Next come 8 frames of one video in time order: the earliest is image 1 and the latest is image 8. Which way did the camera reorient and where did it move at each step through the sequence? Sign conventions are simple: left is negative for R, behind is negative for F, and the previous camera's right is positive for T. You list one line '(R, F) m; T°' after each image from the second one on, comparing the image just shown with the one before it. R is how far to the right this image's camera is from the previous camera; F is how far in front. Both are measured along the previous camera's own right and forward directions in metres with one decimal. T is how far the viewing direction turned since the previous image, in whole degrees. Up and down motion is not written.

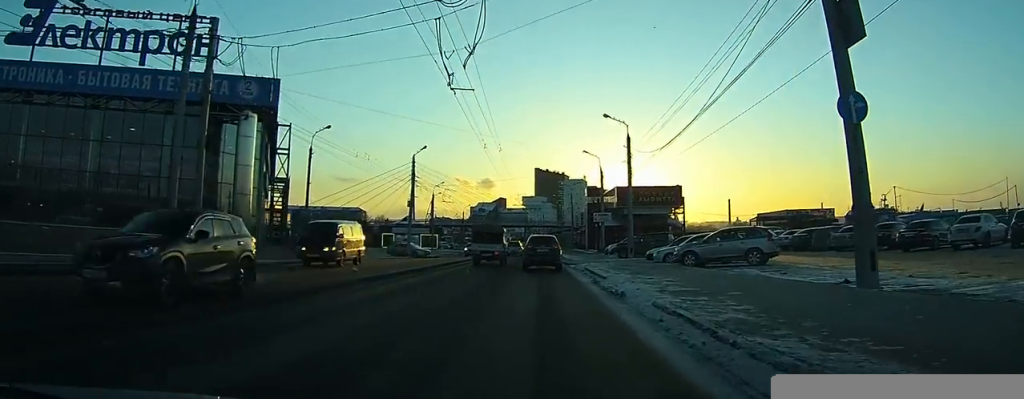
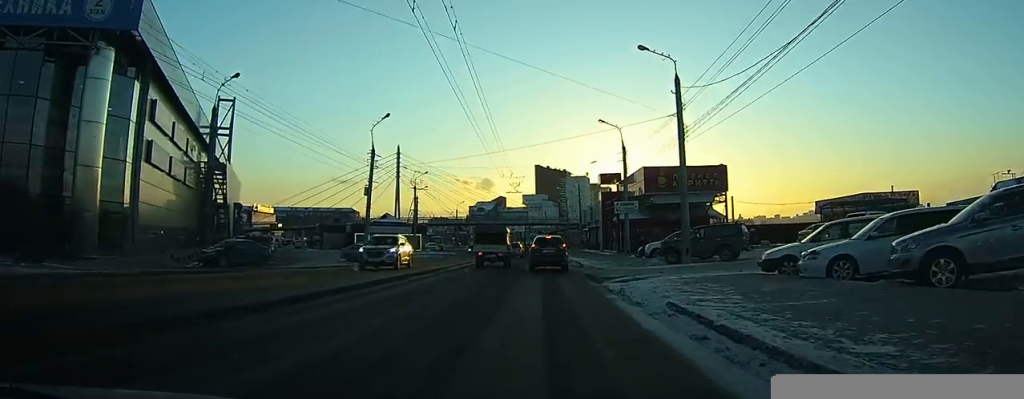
(-0.1, +17.1) m; -1°
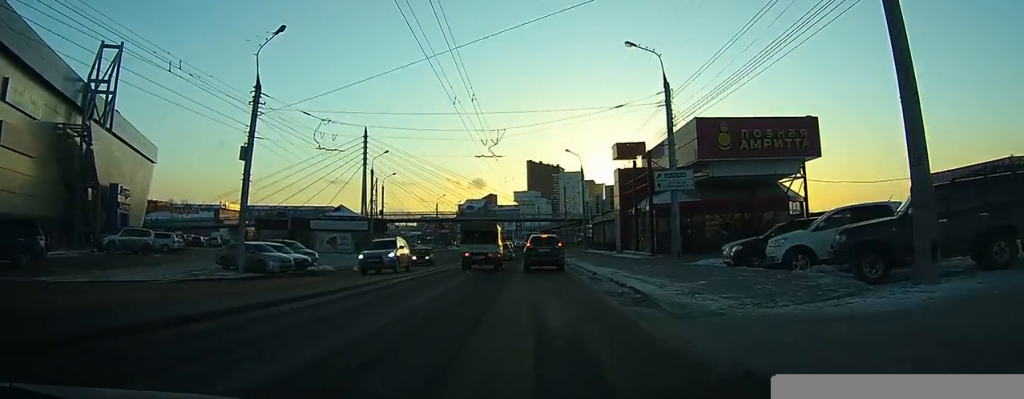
(+0.1, +19.5) m; +1°
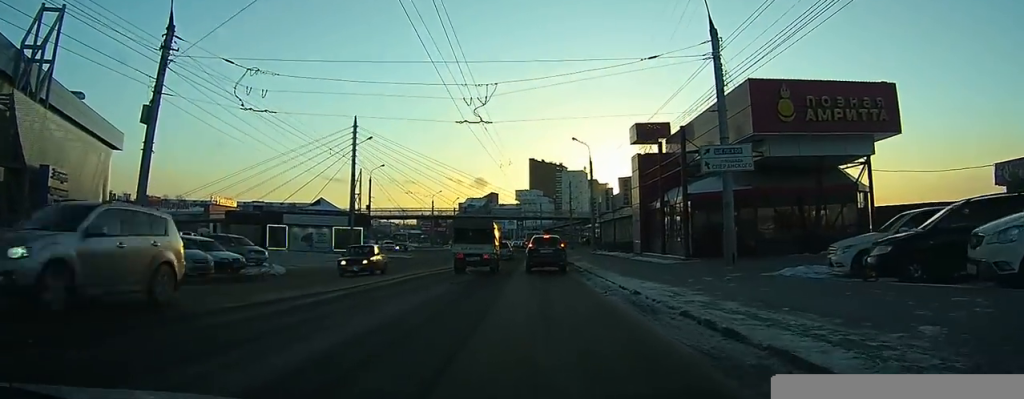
(0.0, +8.0) m; 0°
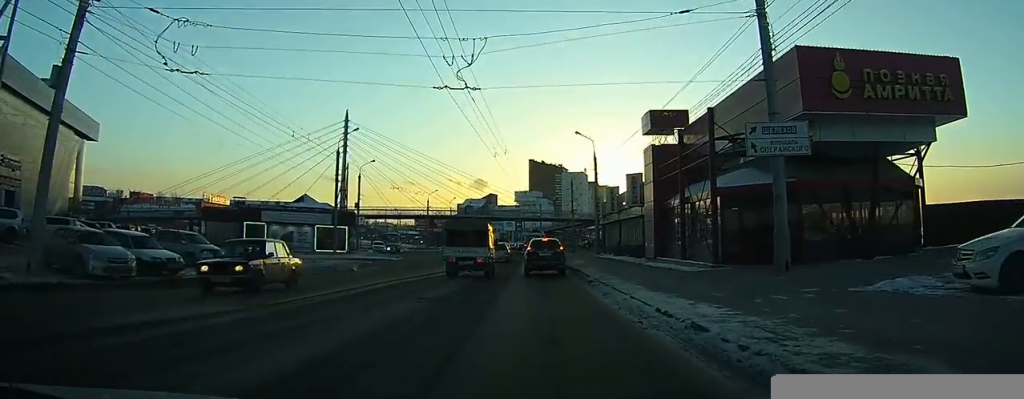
(0.0, +4.8) m; 0°
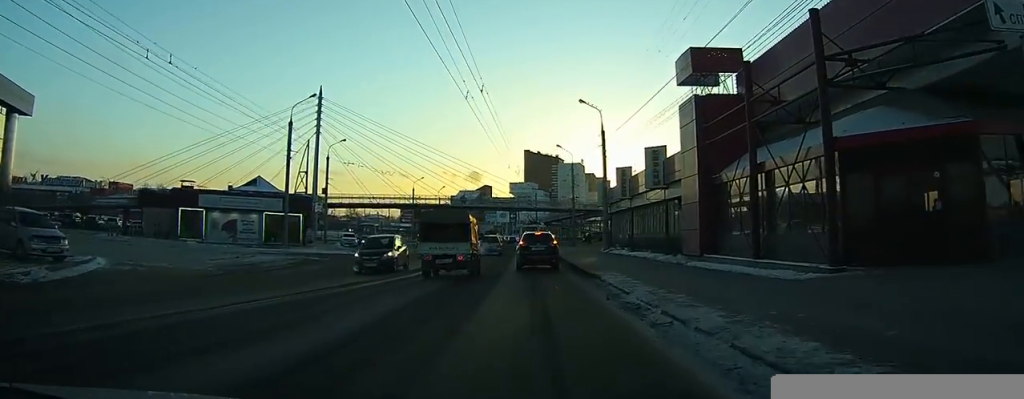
(-0.1, +10.6) m; 0°
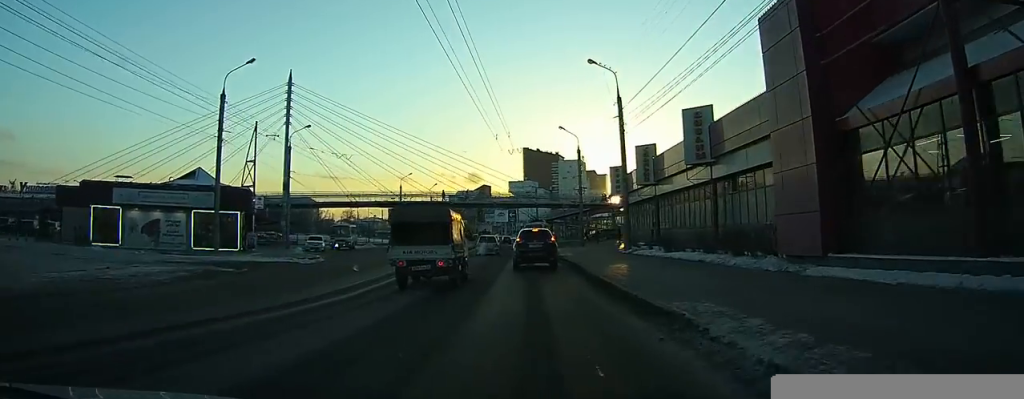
(0.0, +10.9) m; 0°
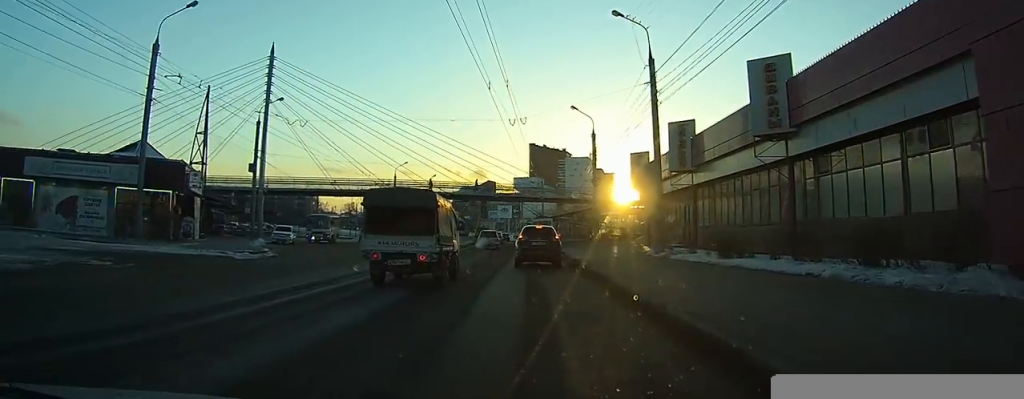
(+0.1, +8.4) m; 0°
